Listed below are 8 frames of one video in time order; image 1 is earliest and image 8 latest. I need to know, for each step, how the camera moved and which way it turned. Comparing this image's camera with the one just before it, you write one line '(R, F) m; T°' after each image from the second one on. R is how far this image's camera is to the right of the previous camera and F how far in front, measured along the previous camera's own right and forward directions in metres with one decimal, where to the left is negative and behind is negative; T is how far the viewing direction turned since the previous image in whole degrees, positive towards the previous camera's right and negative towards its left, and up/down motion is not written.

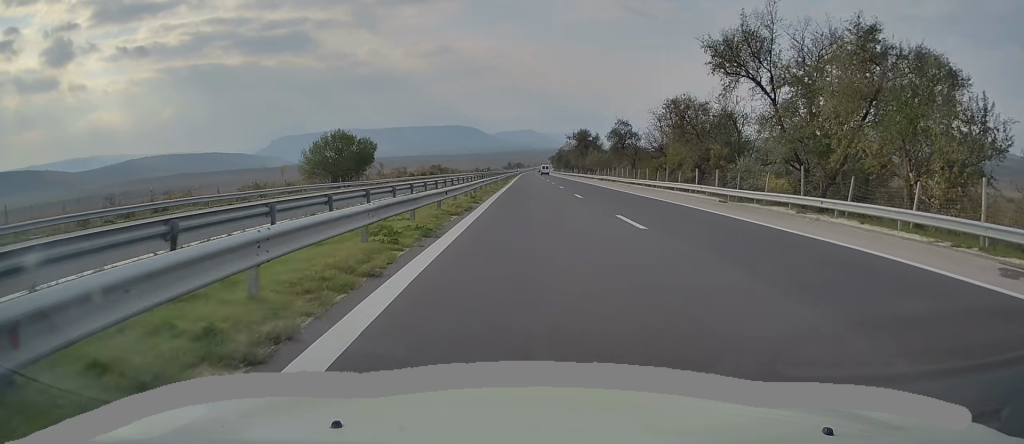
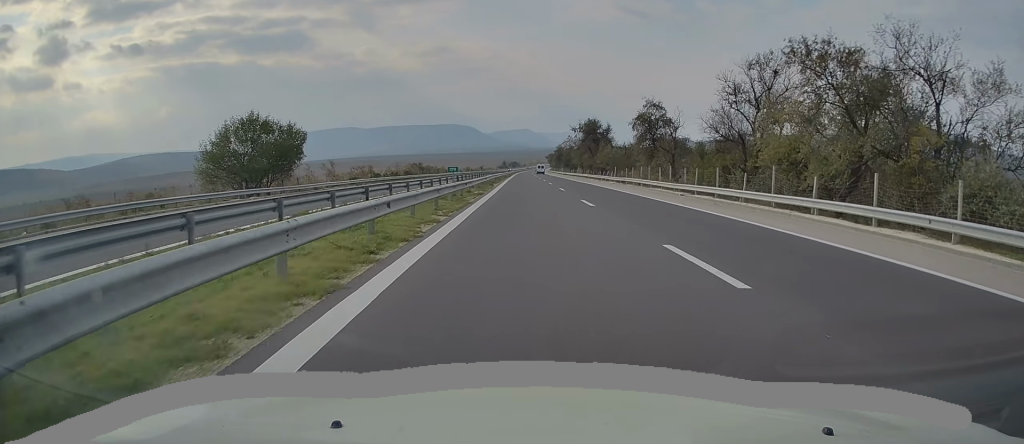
(0.0, +22.9) m; 0°
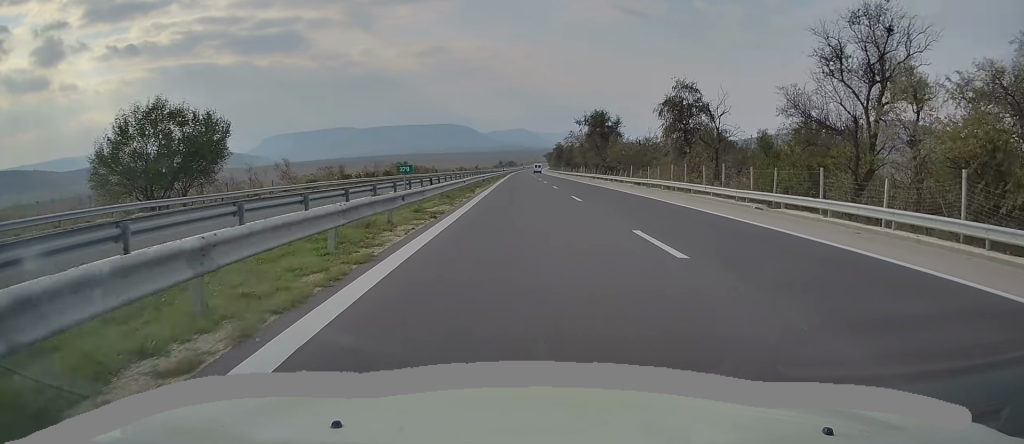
(0.0, +13.5) m; 0°
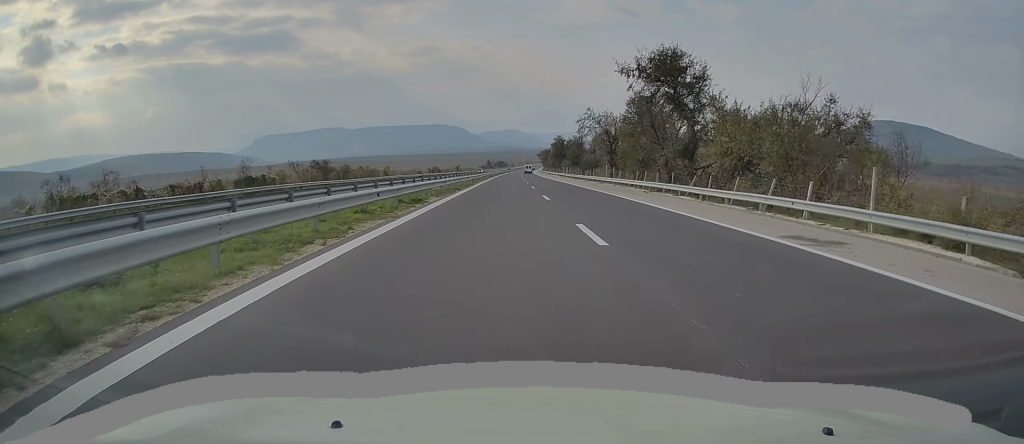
(0.0, +45.7) m; +1°
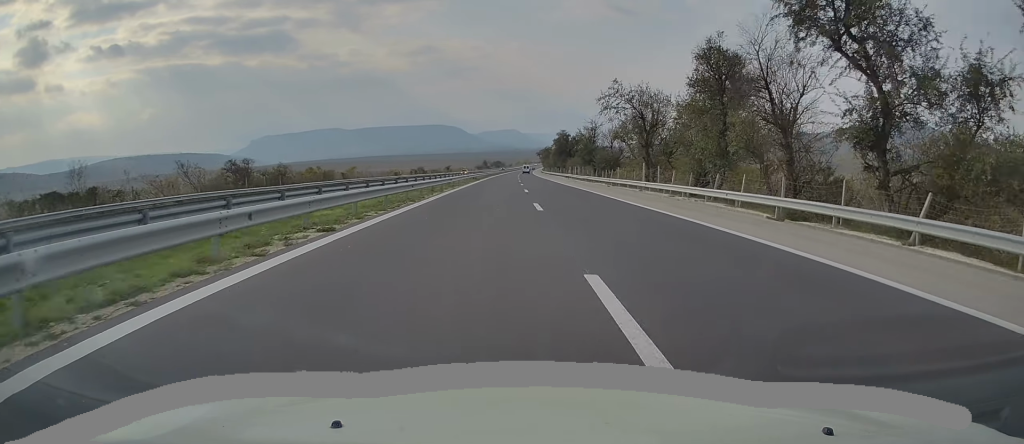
(+0.3, +22.7) m; 0°
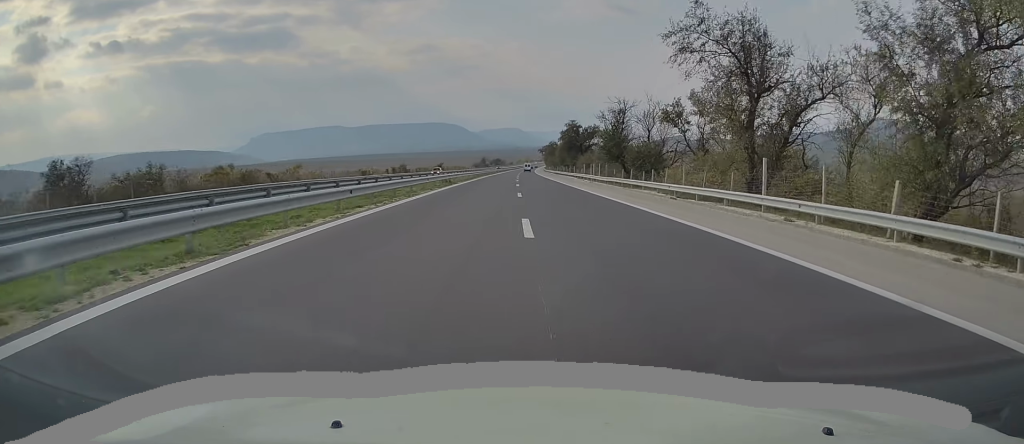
(0.0, +23.8) m; 0°
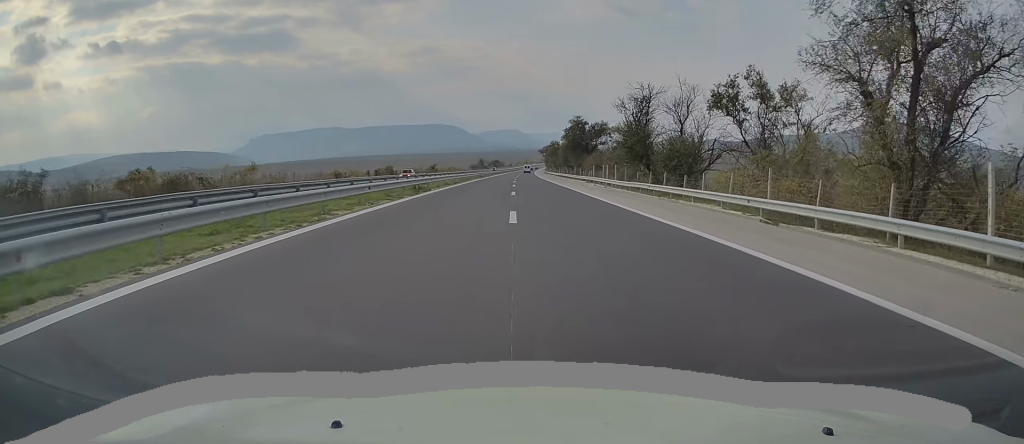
(-0.2, +12.4) m; 0°
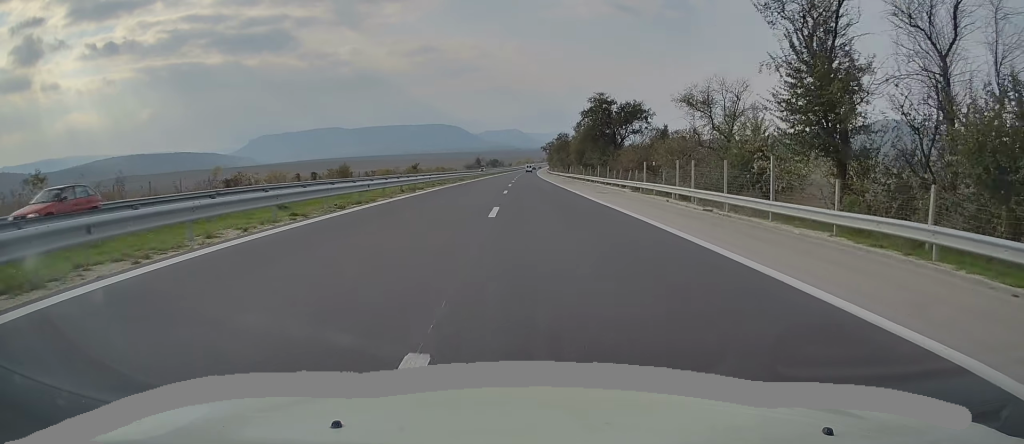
(+0.3, +29.9) m; +1°
